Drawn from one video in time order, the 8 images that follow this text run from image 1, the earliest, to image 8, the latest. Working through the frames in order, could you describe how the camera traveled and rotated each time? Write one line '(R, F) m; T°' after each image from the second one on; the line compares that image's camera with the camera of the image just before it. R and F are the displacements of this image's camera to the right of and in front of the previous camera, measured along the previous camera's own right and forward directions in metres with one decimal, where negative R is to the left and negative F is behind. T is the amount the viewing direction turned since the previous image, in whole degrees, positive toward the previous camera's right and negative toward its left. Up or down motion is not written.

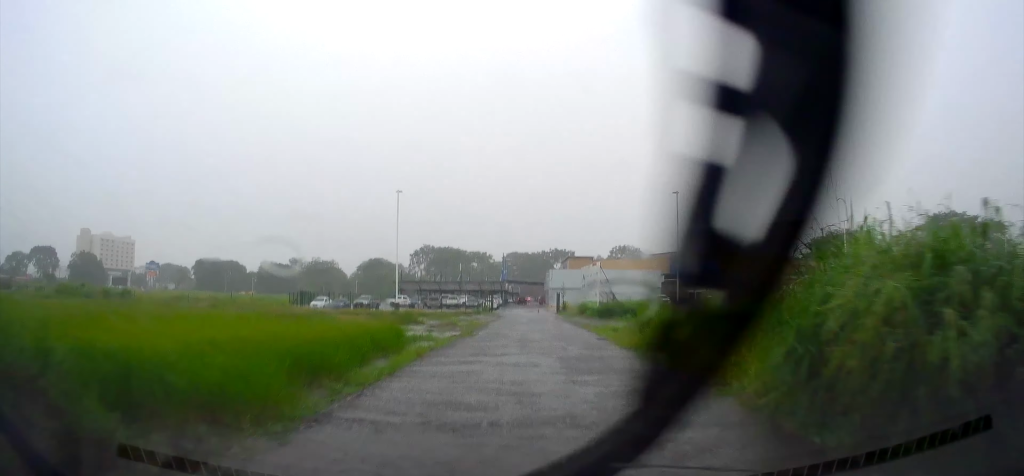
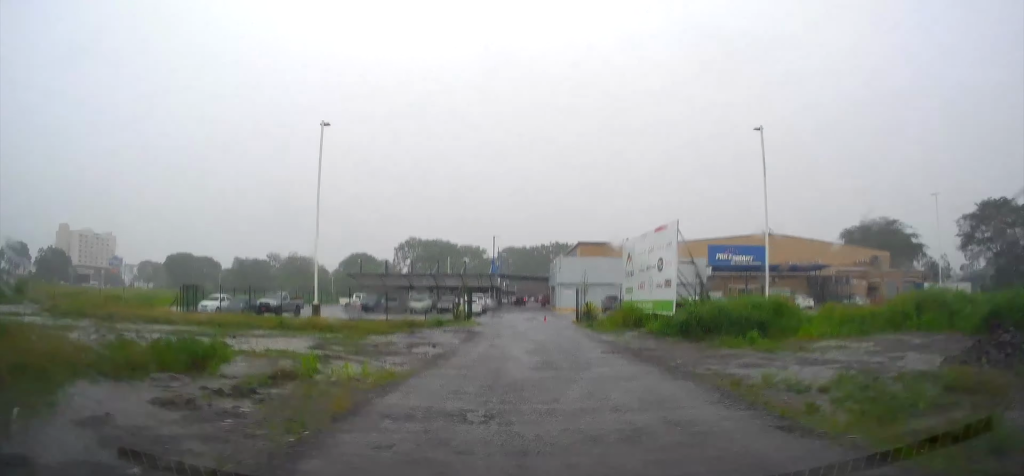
(-0.1, +24.2) m; 0°
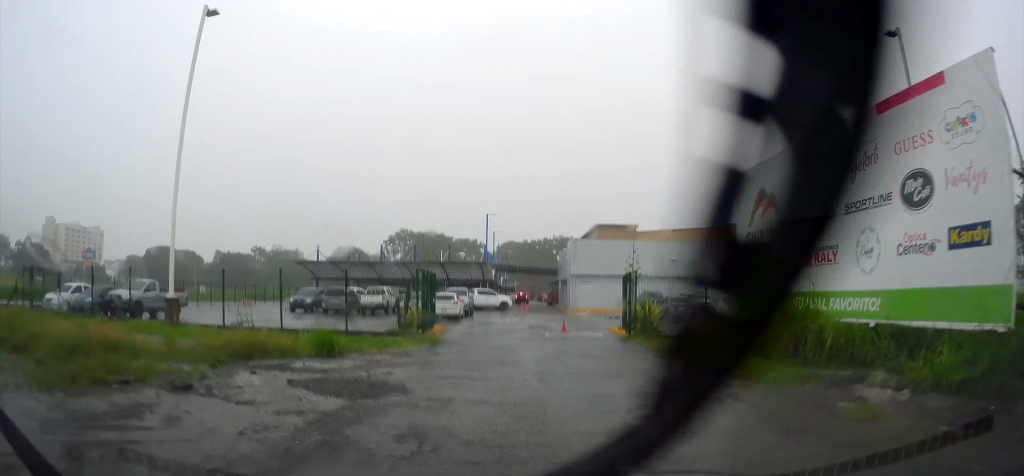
(+0.4, +16.9) m; 0°
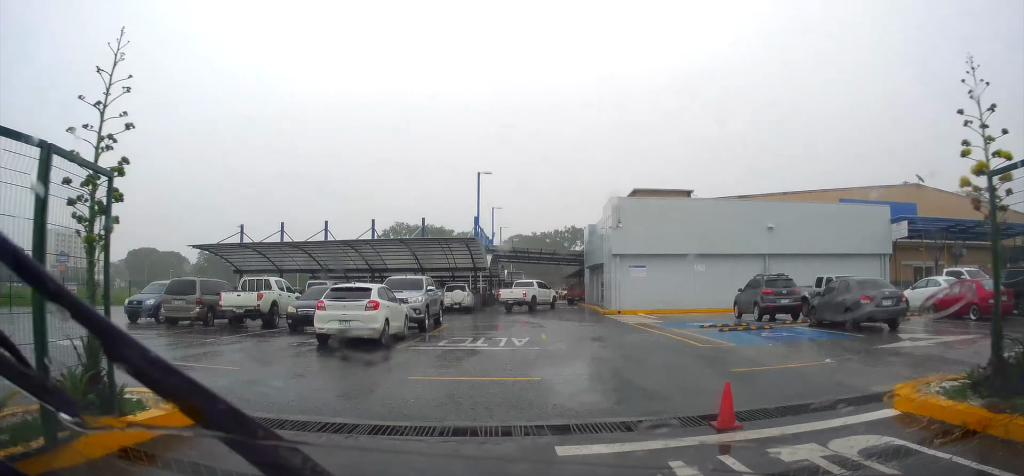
(-0.5, +21.9) m; +2°
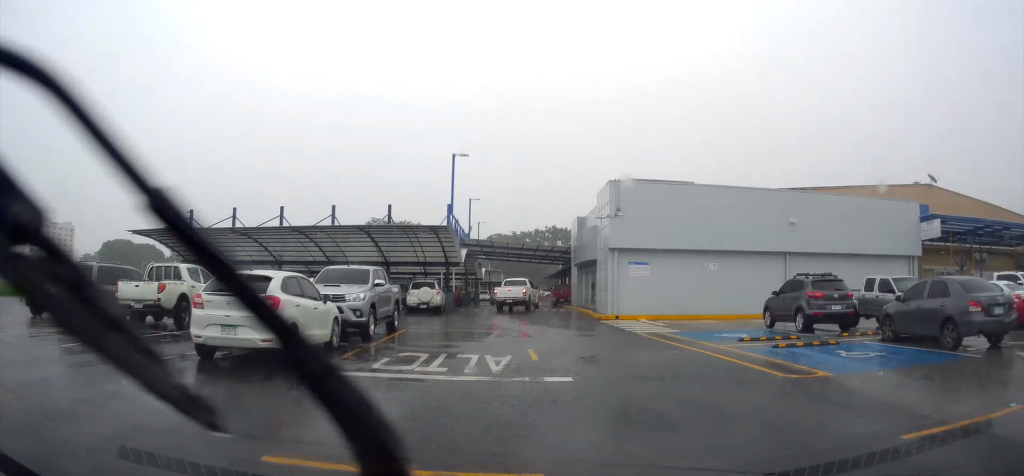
(+0.1, +7.5) m; +4°
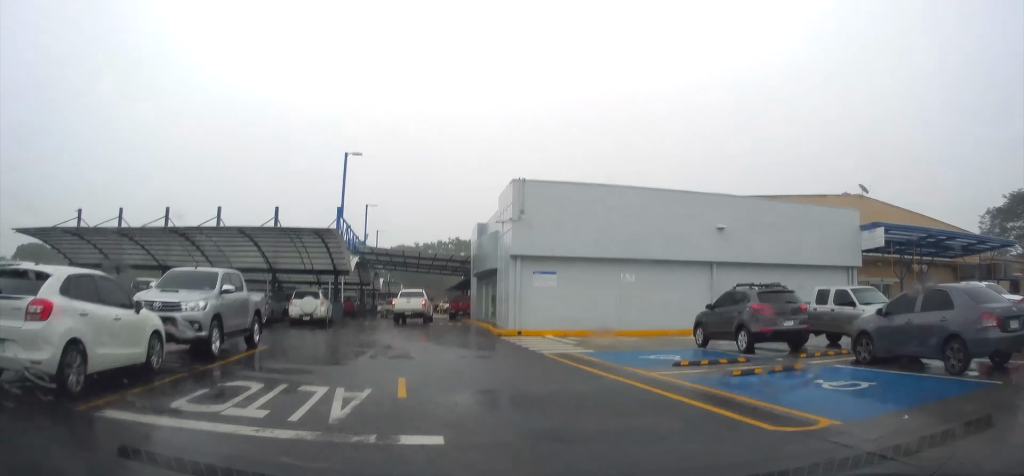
(+0.4, +4.1) m; 0°
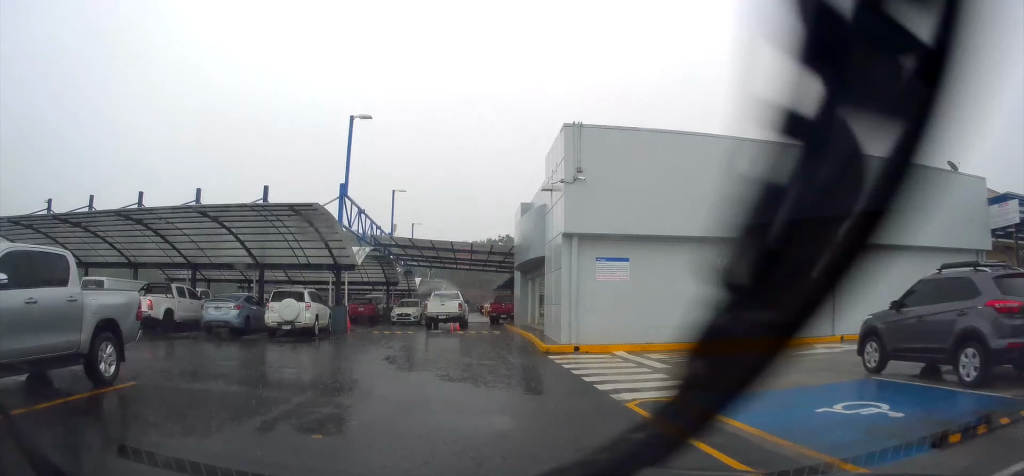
(0.0, +9.4) m; -3°
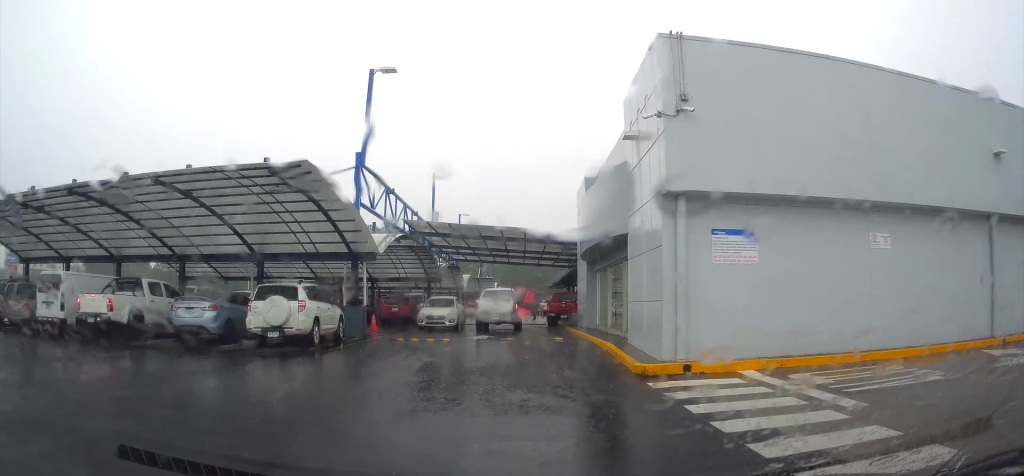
(-0.2, +5.4) m; -4°
